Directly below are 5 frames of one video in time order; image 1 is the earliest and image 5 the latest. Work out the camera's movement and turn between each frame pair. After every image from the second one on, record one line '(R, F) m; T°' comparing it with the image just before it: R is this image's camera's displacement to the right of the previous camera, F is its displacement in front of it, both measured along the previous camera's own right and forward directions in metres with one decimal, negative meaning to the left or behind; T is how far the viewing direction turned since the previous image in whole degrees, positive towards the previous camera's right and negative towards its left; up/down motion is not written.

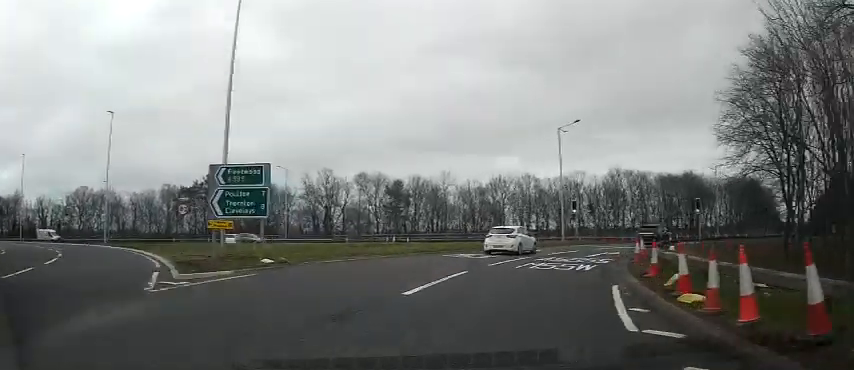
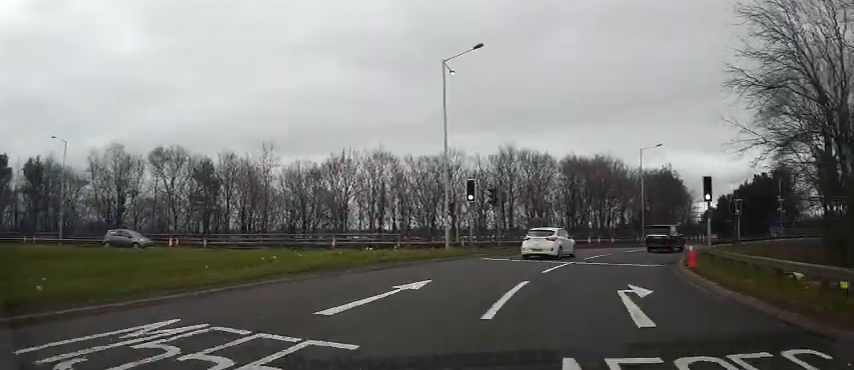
(+3.6, +19.1) m; +23°
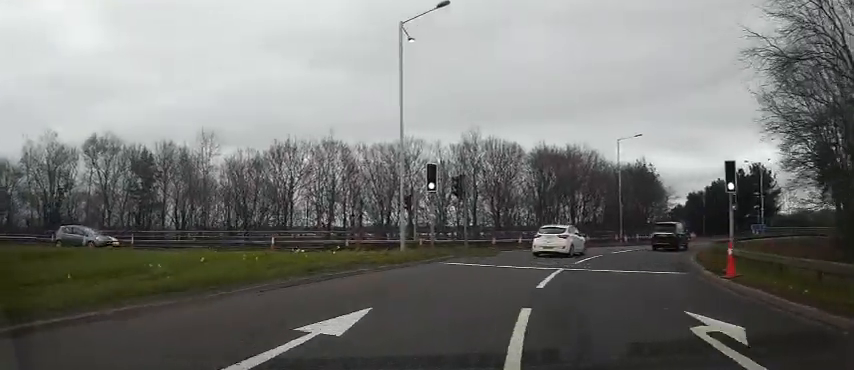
(+0.6, +5.0) m; +5°
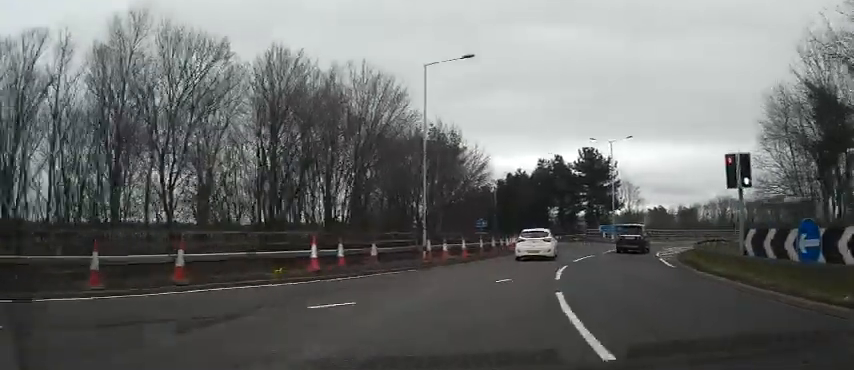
(+4.6, +24.3) m; +25°
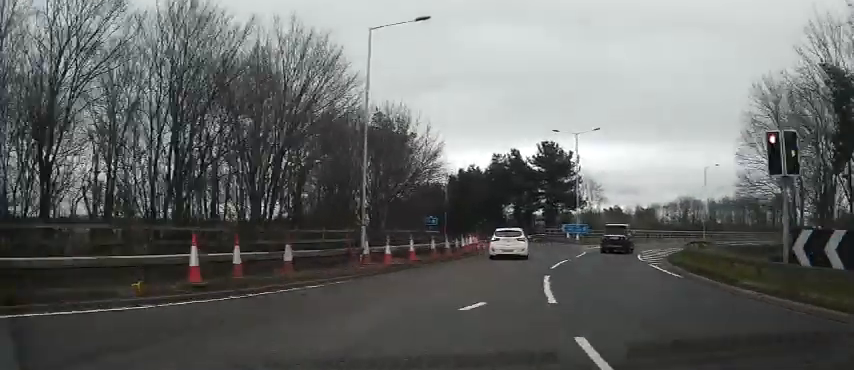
(+0.4, +4.7) m; +5°
